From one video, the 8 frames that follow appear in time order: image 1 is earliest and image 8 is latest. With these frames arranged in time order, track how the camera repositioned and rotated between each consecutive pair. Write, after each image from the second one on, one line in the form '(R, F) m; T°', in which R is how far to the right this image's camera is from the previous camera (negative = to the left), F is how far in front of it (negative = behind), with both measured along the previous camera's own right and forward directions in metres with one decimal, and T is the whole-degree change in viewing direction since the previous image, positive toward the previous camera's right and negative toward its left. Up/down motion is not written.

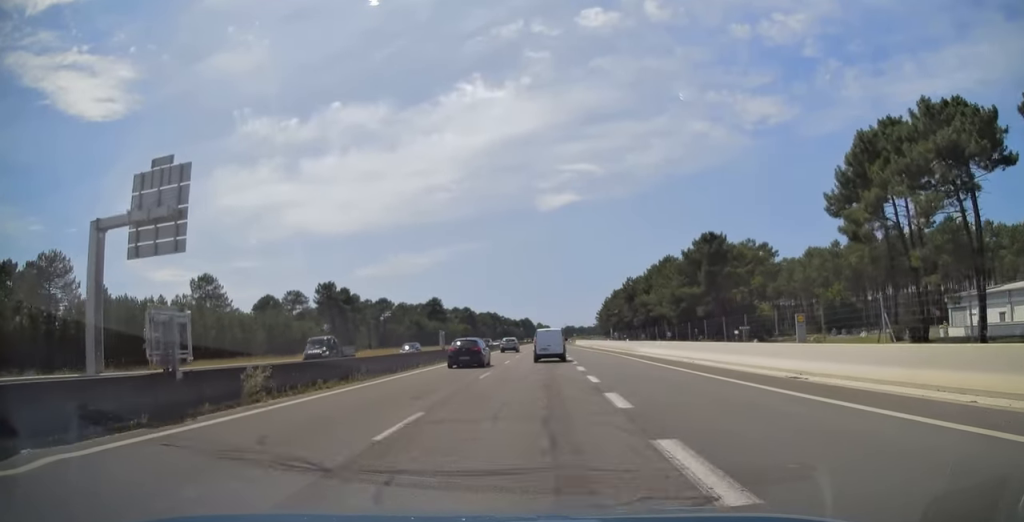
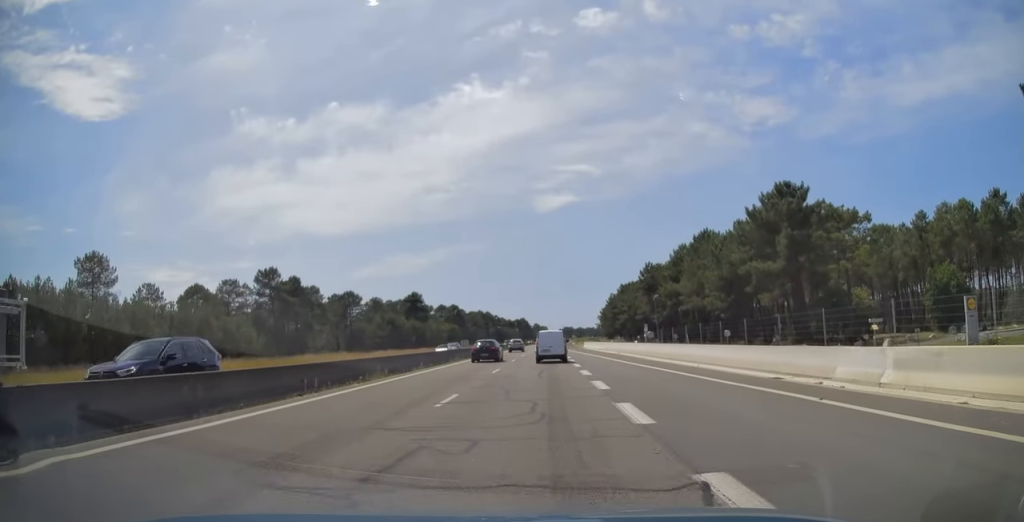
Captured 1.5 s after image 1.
(+0.5, +34.2) m; 0°
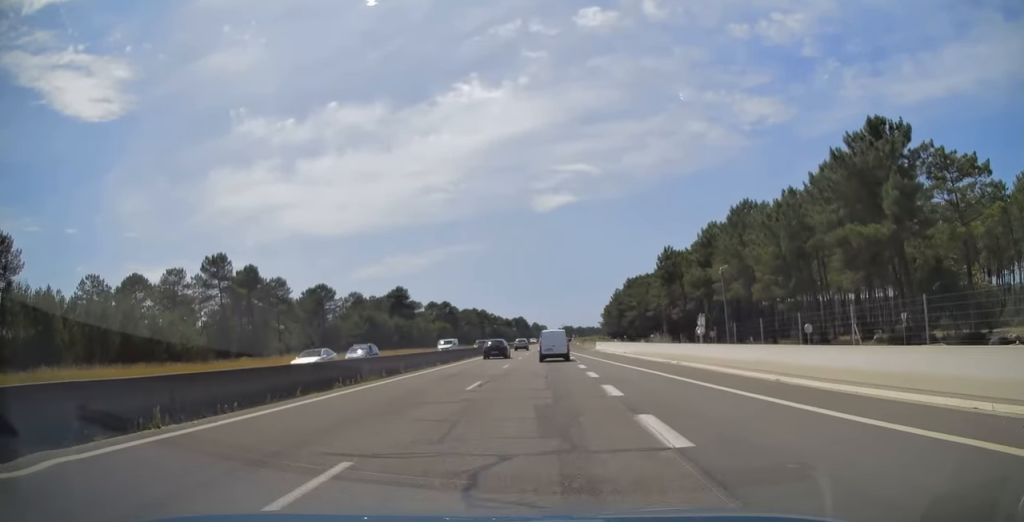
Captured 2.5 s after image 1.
(-0.4, +21.7) m; 0°
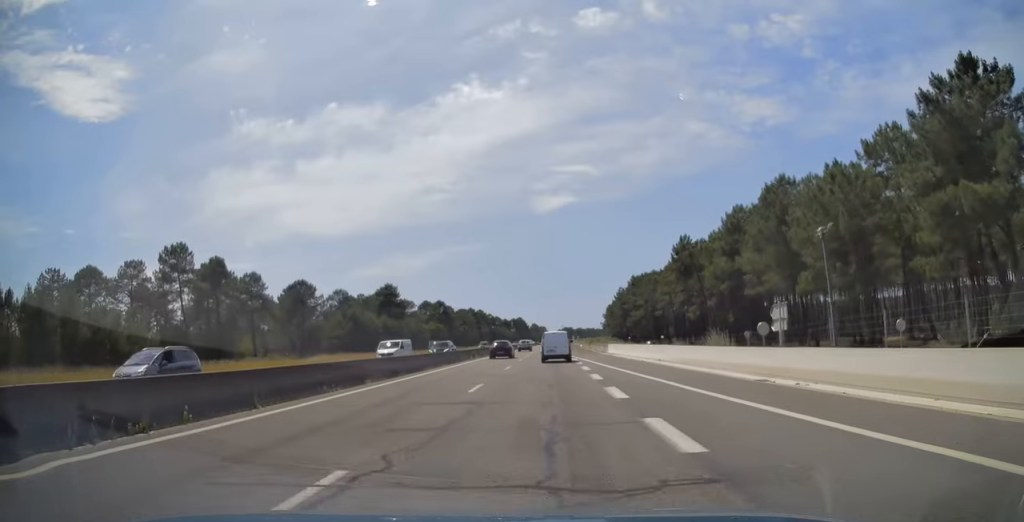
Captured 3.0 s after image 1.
(+0.3, +13.3) m; 0°
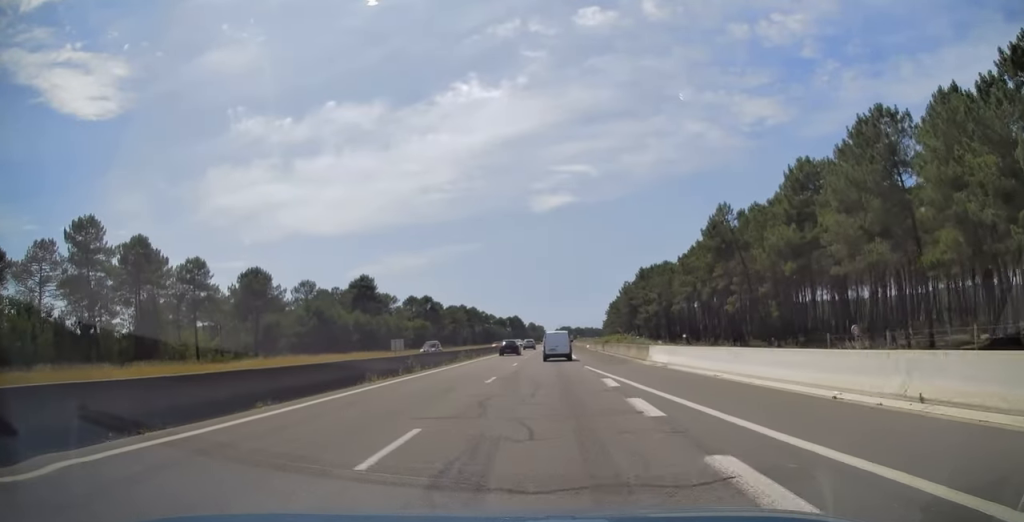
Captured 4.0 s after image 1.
(-0.1, +22.8) m; -1°
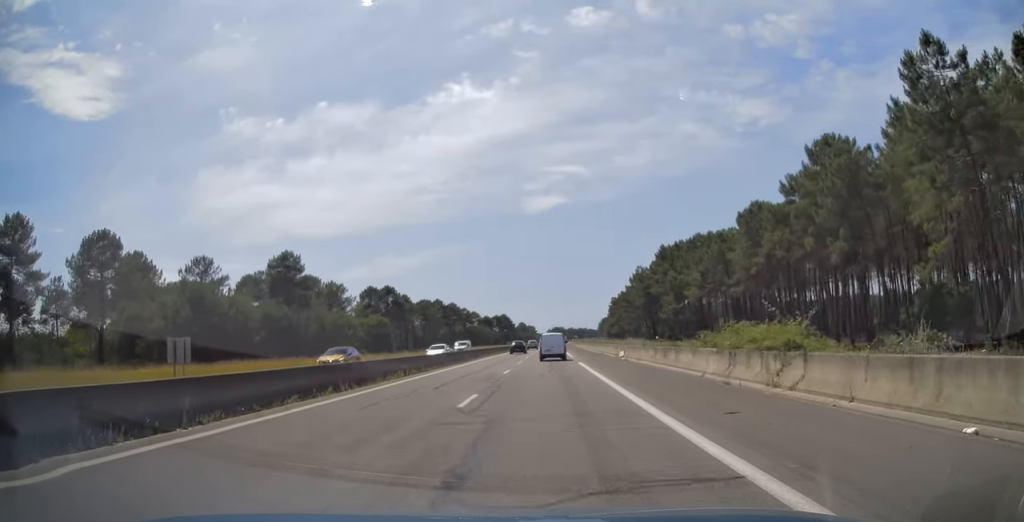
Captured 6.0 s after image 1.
(+0.3, +45.3) m; +2°
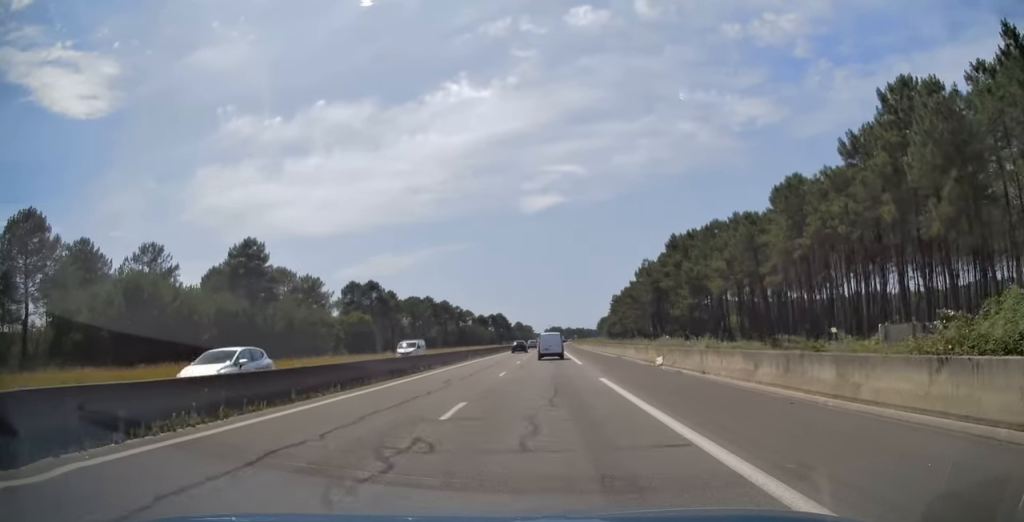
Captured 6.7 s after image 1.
(+0.1, +14.9) m; 0°
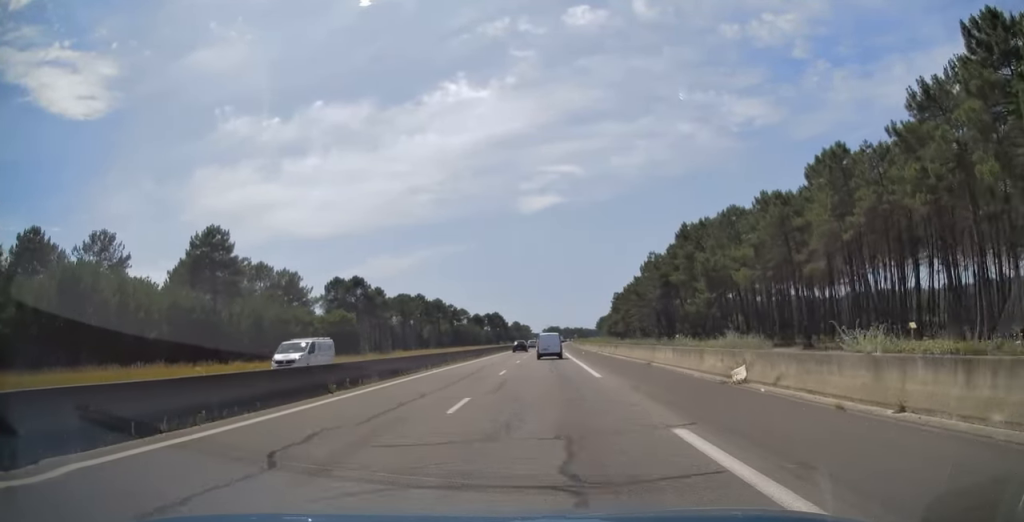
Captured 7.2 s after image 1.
(0.0, +11.8) m; 0°
